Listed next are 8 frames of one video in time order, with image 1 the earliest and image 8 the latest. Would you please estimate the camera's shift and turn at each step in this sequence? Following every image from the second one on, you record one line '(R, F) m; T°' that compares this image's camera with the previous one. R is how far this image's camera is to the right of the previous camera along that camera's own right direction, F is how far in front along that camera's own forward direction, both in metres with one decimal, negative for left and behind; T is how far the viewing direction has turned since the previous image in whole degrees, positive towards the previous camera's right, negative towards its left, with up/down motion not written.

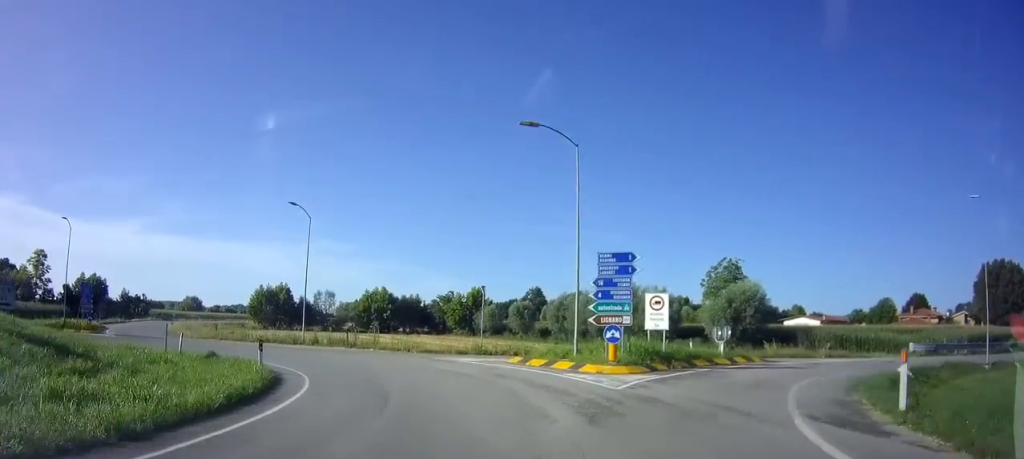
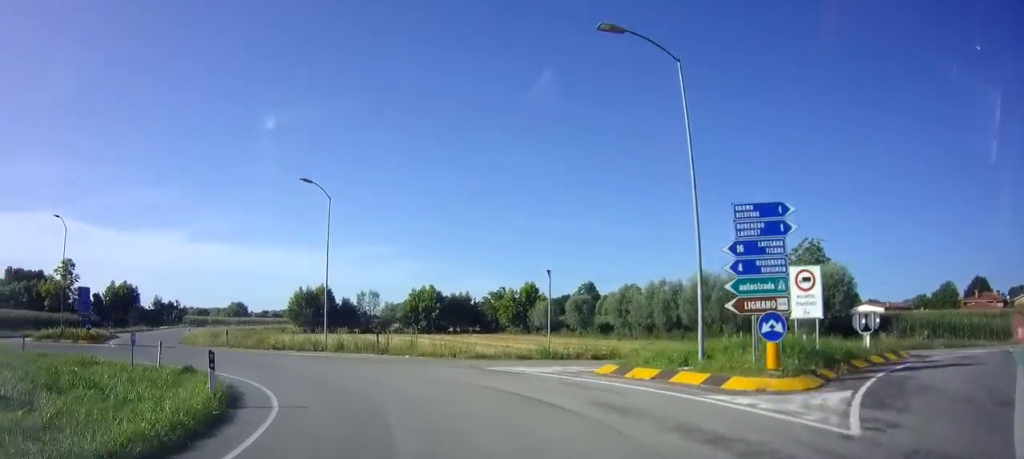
(-0.2, +6.5) m; -8°
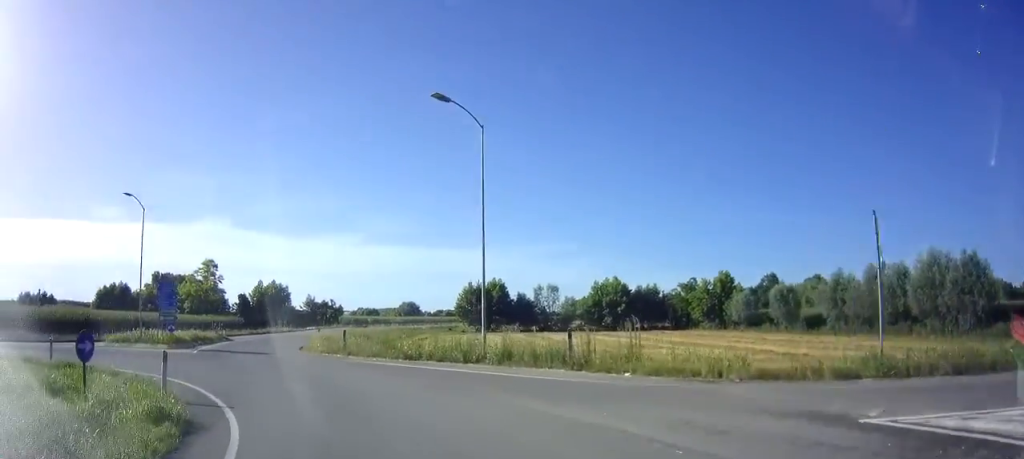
(-1.4, +10.3) m; -19°
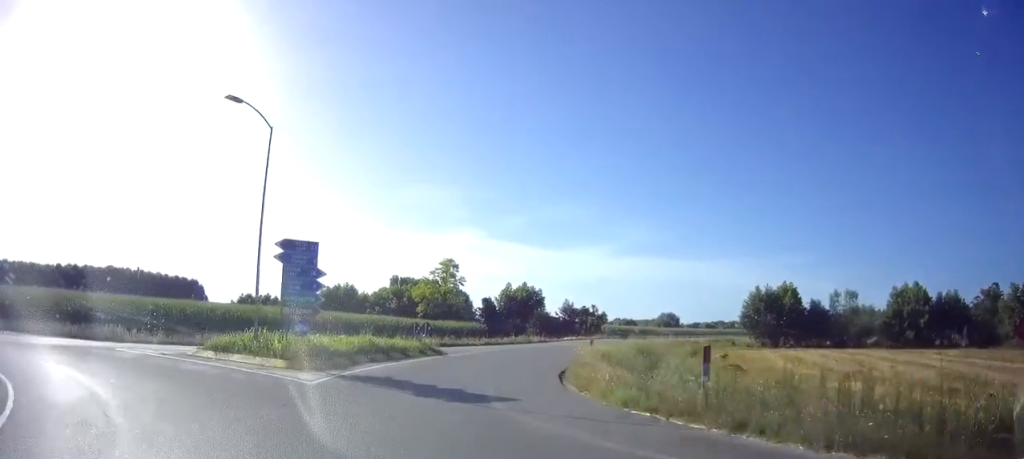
(-3.9, +15.9) m; -17°
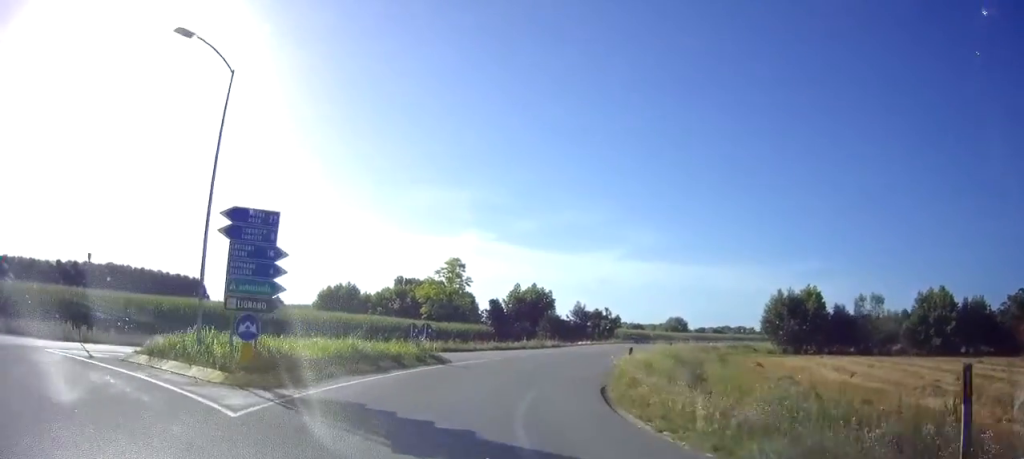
(-0.1, +4.7) m; +2°
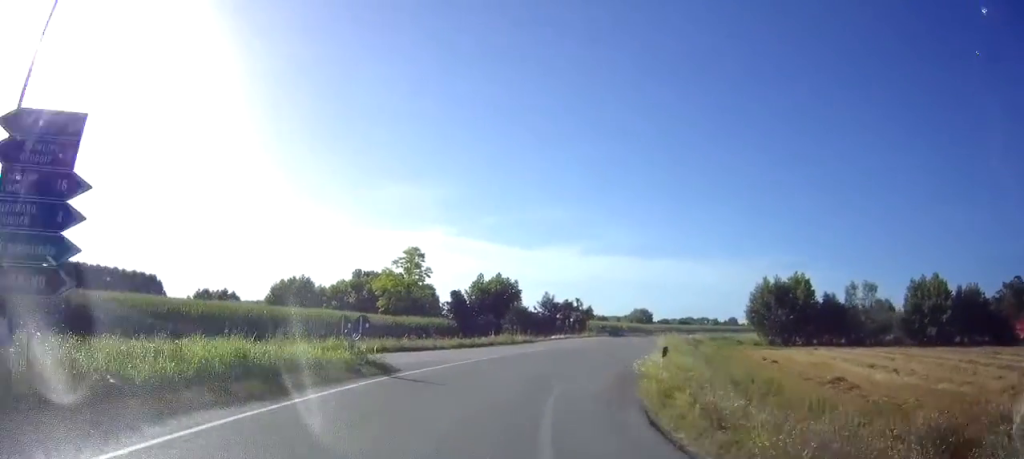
(0.0, +6.4) m; +4°
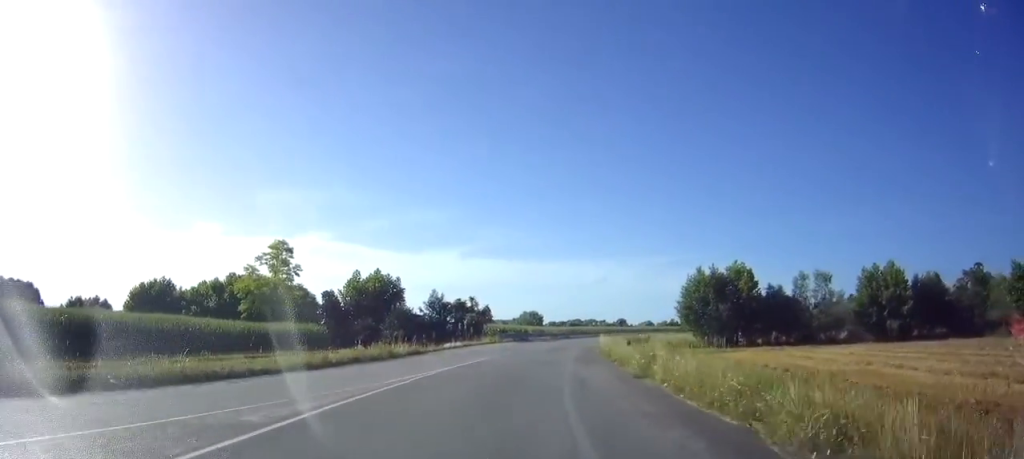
(+1.2, +13.2) m; +10°
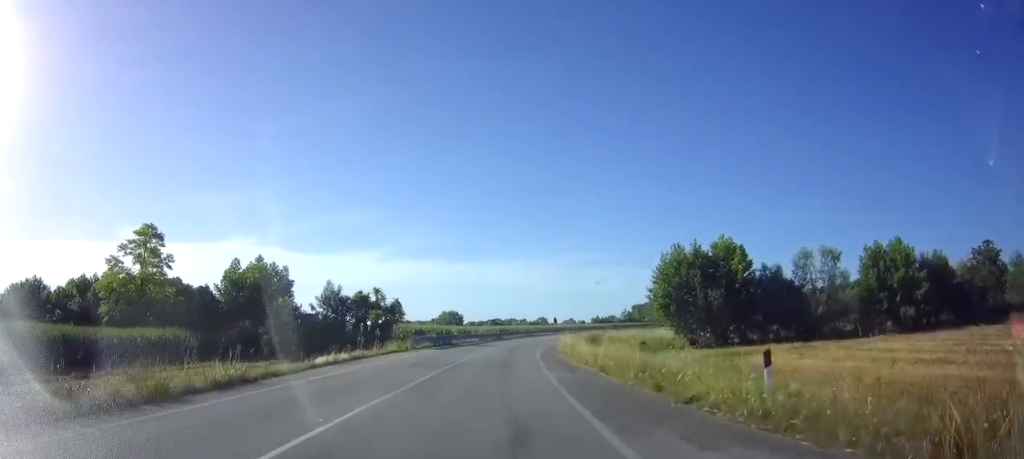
(+1.3, +15.8) m; +8°
